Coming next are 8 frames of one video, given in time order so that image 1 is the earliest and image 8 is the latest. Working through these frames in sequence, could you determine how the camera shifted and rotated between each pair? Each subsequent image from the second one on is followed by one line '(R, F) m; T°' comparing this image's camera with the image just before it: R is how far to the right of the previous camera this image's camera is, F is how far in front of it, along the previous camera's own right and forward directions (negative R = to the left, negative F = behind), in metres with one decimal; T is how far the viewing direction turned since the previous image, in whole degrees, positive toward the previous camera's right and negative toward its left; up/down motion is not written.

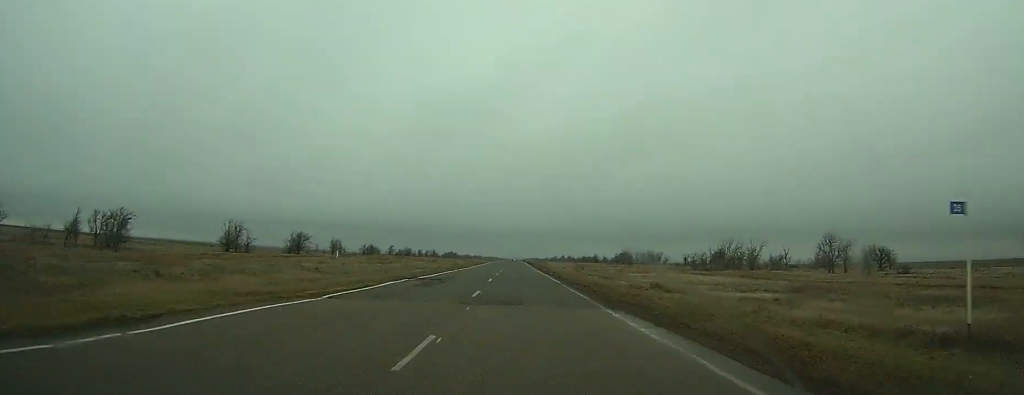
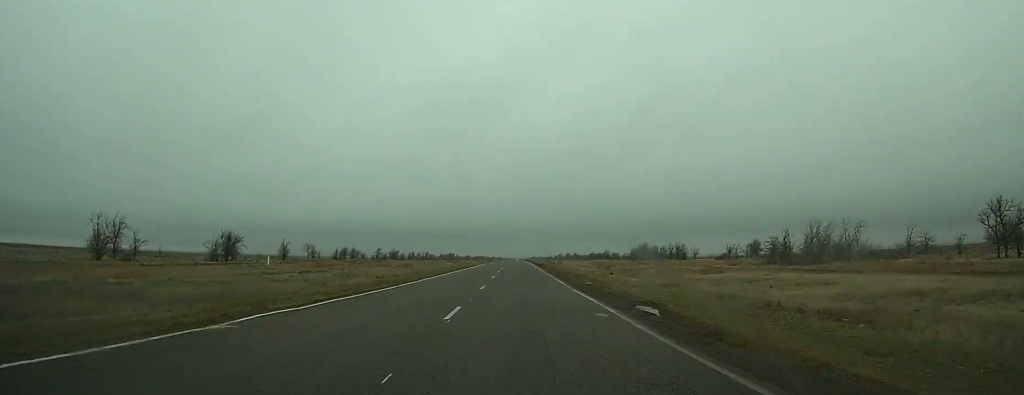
(0.0, +43.8) m; 0°
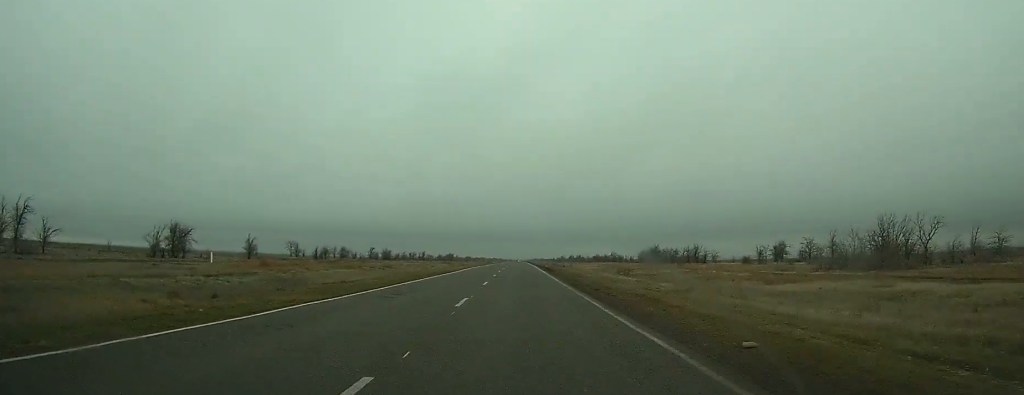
(0.0, +20.9) m; 0°
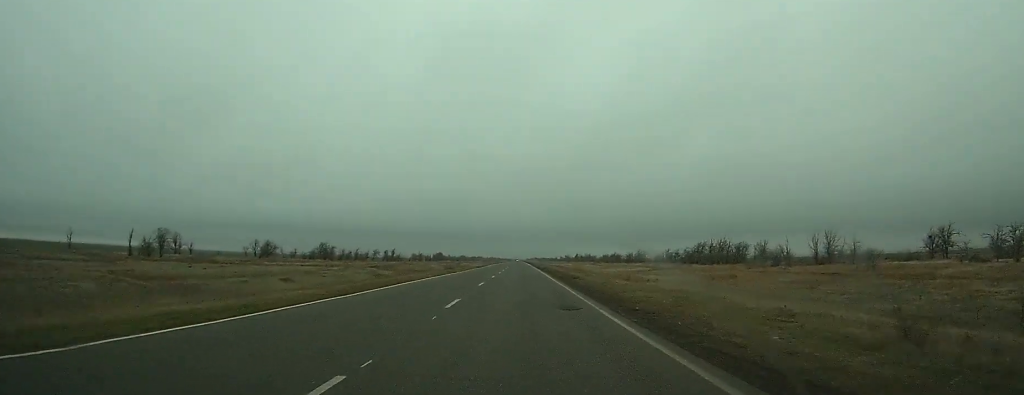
(-0.2, +82.4) m; 0°
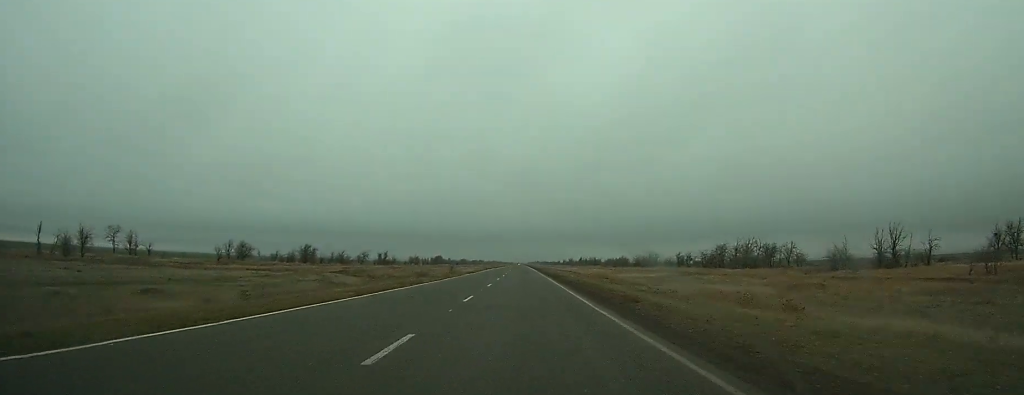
(0.0, +20.9) m; 0°
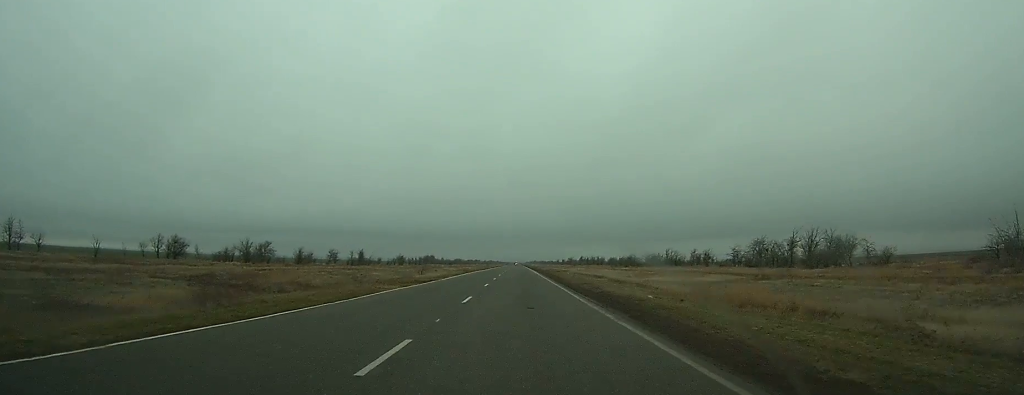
(-0.1, +37.8) m; 0°
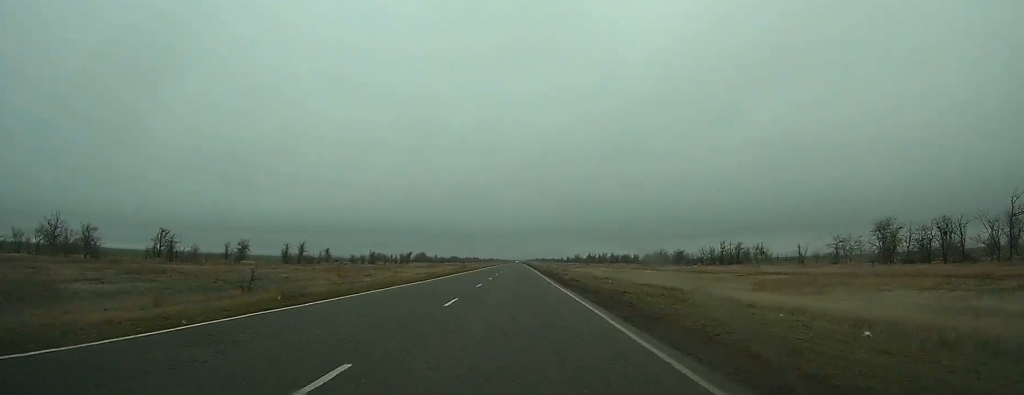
(0.0, +64.4) m; 0°
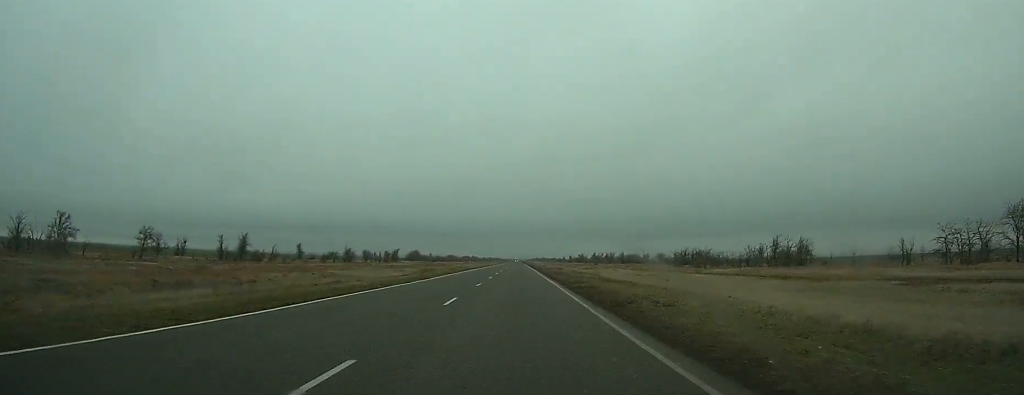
(0.0, +35.6) m; 0°
